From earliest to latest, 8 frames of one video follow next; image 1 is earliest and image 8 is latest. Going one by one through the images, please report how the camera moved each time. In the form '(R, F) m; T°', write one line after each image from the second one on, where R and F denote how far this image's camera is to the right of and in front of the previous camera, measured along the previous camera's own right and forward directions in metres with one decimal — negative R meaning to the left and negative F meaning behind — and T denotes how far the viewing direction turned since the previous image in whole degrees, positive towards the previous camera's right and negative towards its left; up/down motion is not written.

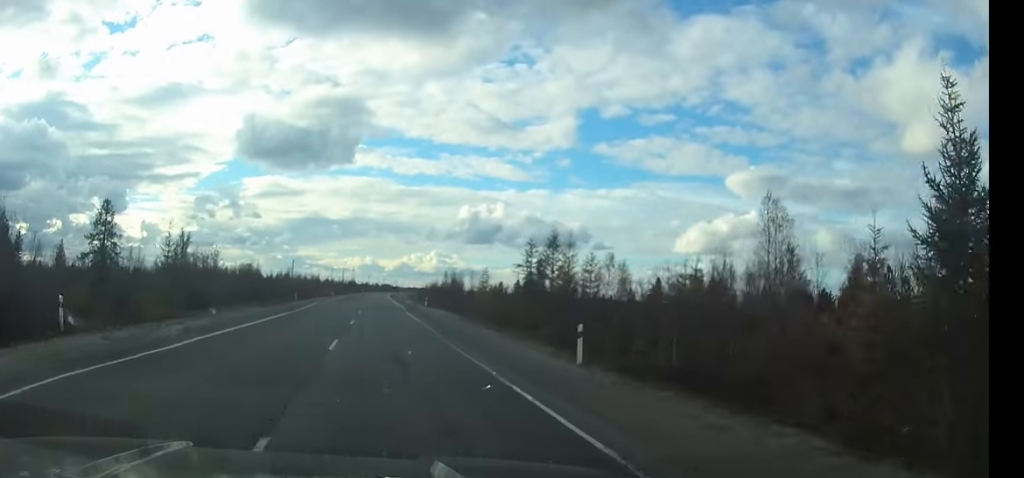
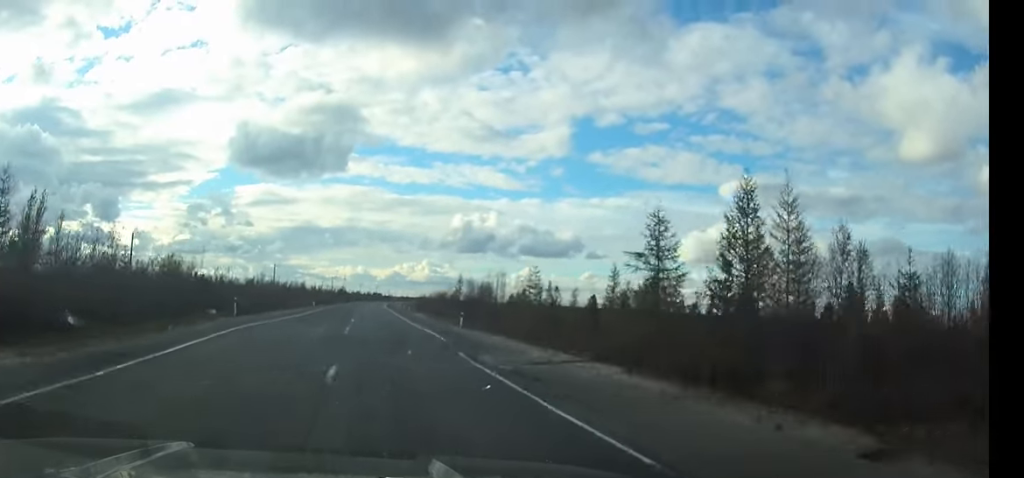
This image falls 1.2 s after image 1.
(0.0, +27.7) m; +1°
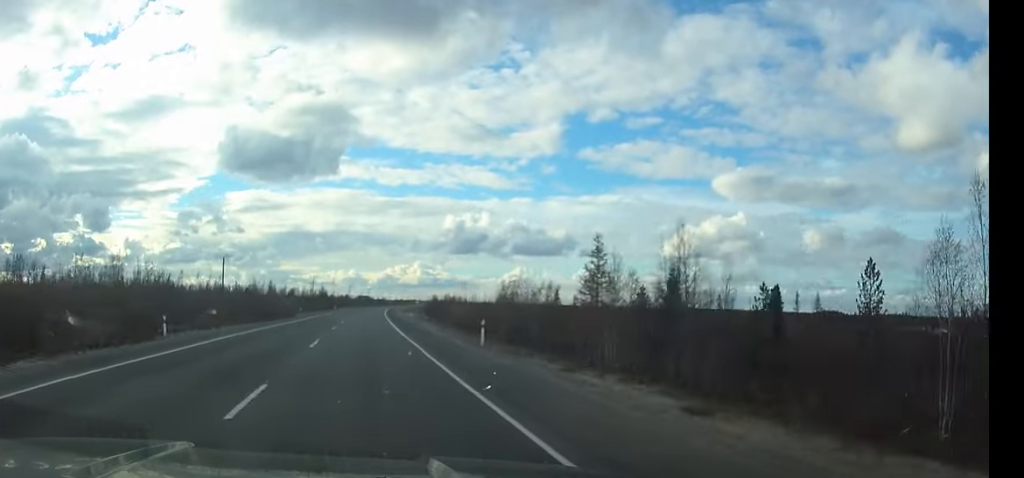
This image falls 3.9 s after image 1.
(+0.6, +63.0) m; 0°
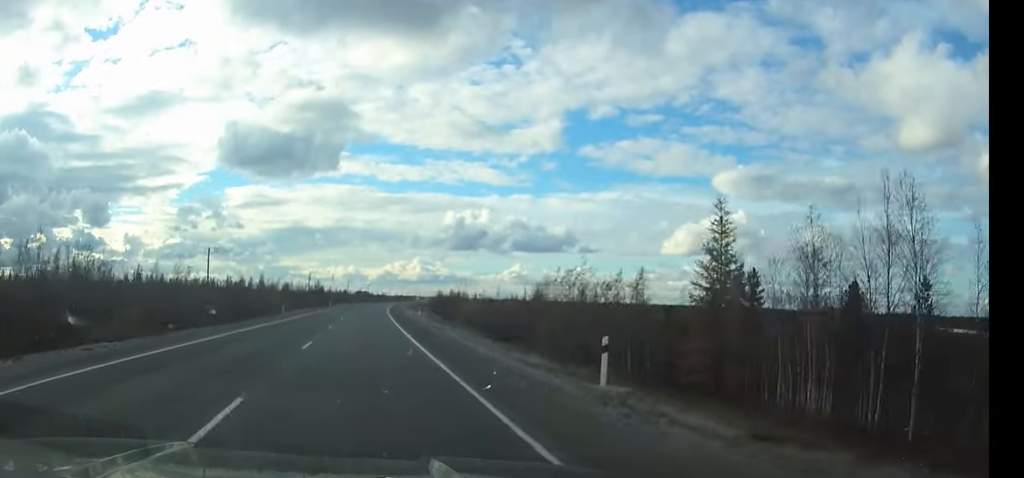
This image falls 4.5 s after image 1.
(0.0, +14.2) m; 0°
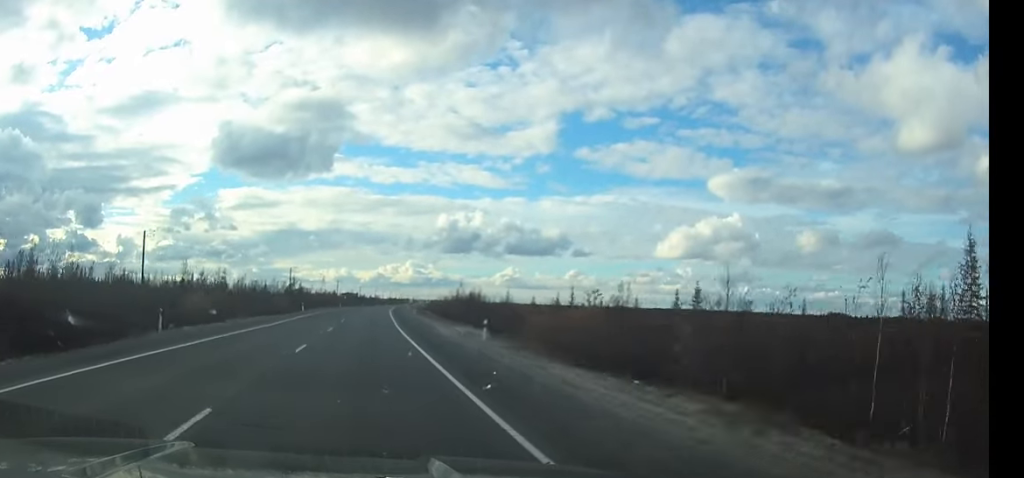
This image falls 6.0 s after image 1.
(+0.2, +36.2) m; +1°
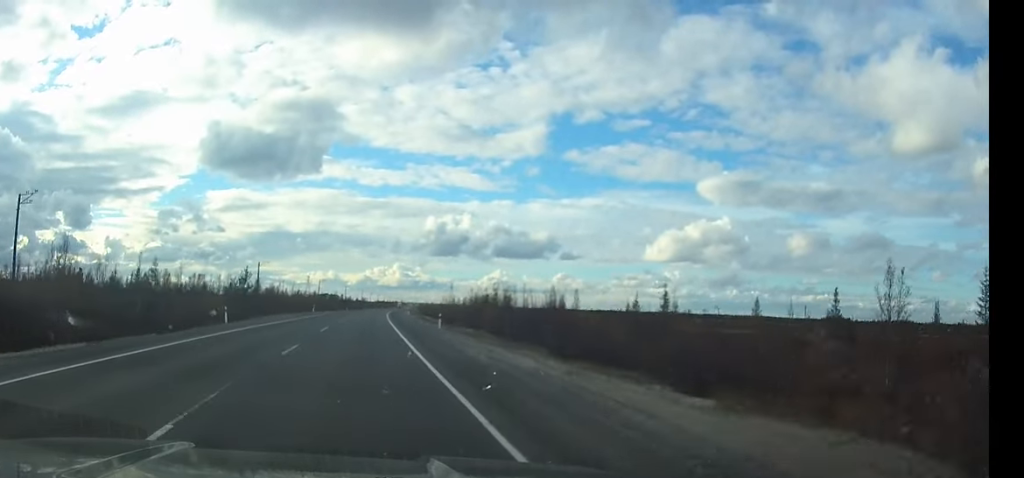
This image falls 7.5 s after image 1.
(+0.3, +38.1) m; +1°
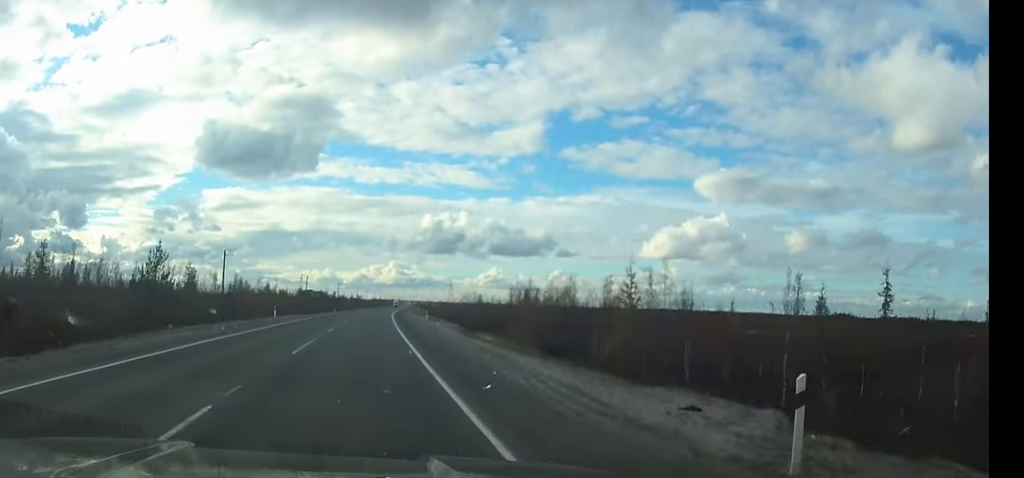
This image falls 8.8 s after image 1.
(+0.2, +34.6) m; +1°
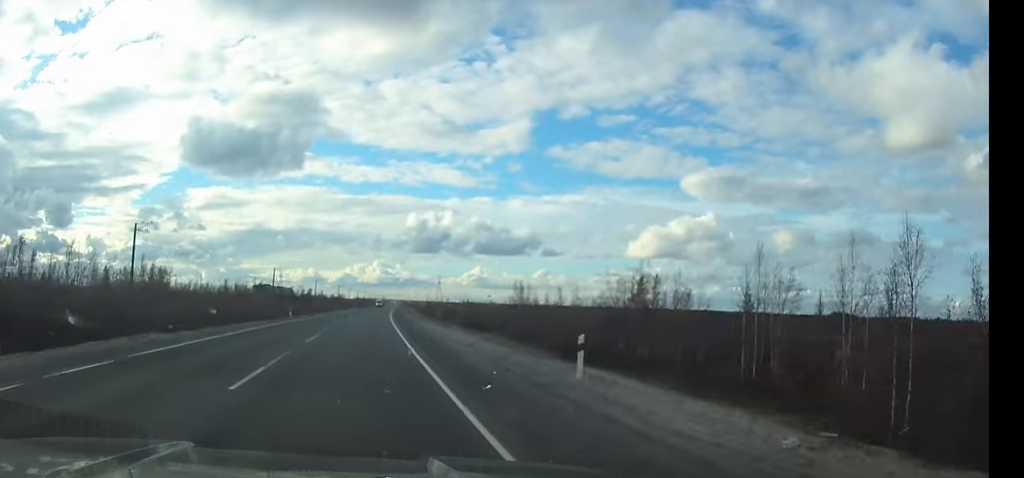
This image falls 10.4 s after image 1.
(+0.5, +43.1) m; +1°
